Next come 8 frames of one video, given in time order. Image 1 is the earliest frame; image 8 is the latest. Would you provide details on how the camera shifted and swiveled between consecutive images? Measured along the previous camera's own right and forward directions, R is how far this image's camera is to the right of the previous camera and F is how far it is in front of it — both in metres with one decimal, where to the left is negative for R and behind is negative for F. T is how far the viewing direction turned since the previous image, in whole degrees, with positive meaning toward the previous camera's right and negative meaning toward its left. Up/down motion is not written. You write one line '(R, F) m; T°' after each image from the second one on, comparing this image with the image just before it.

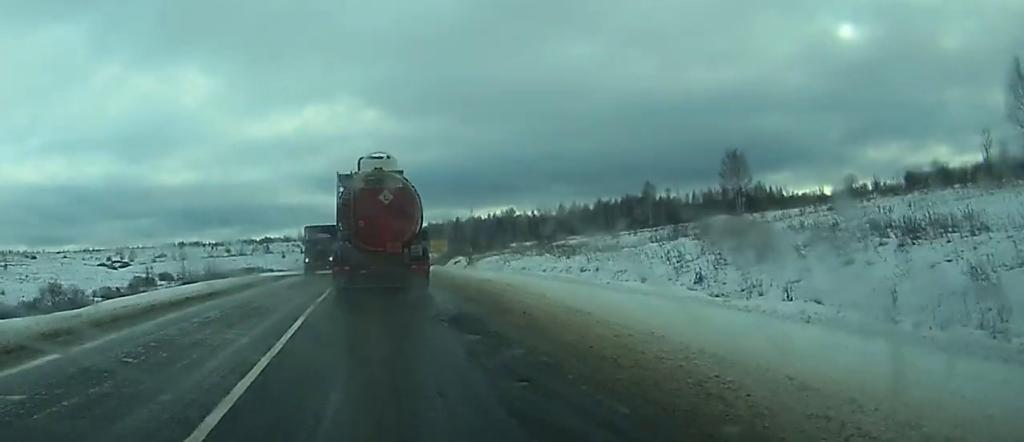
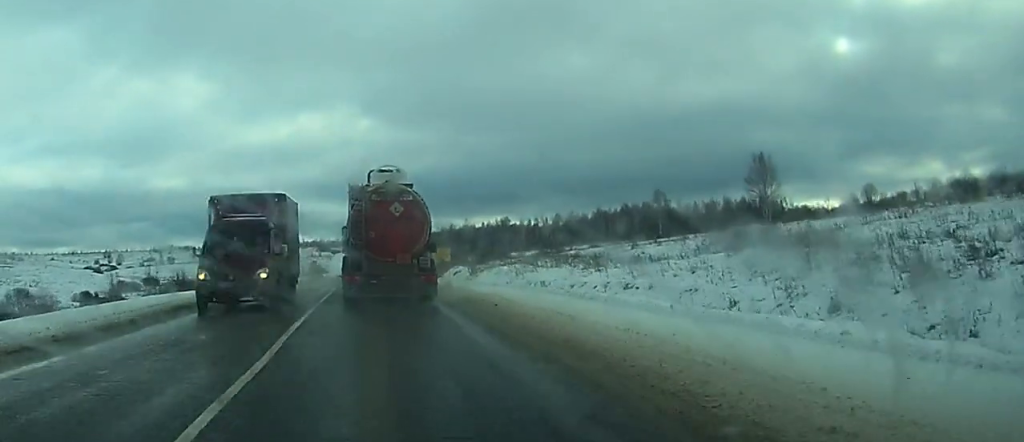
(+0.1, +12.7) m; +1°
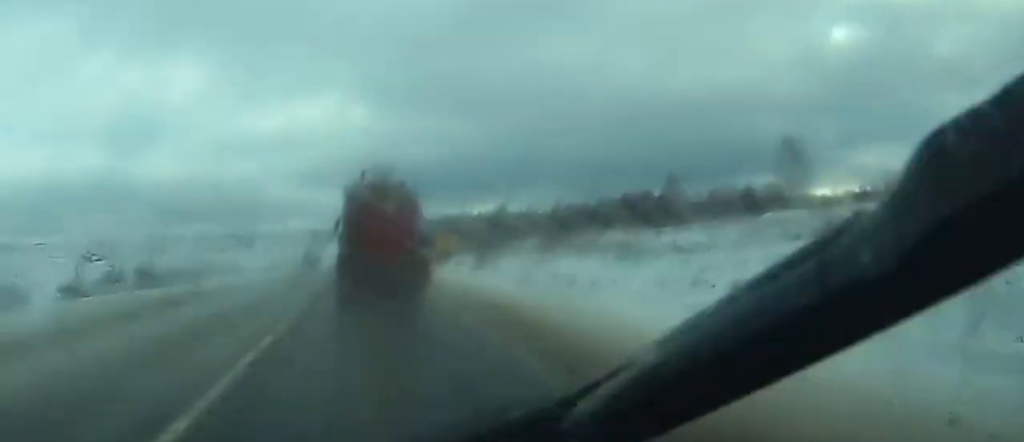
(0.0, +11.6) m; 0°
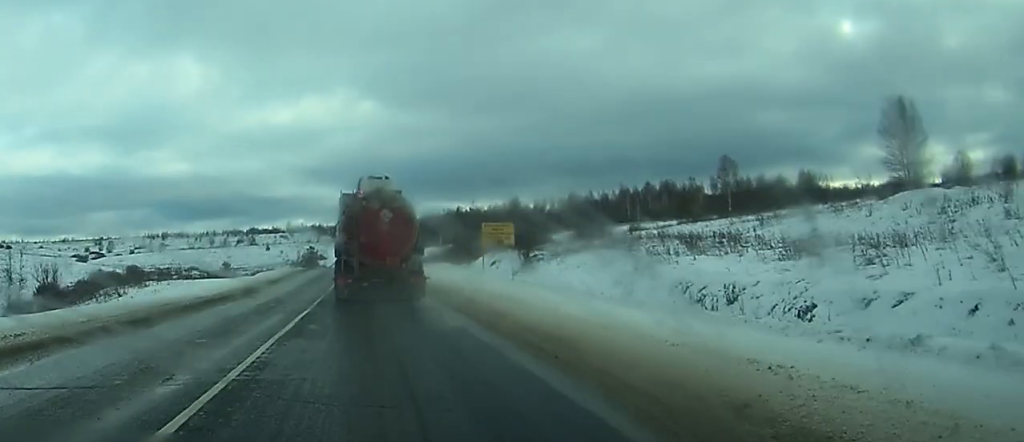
(+0.1, +25.1) m; 0°
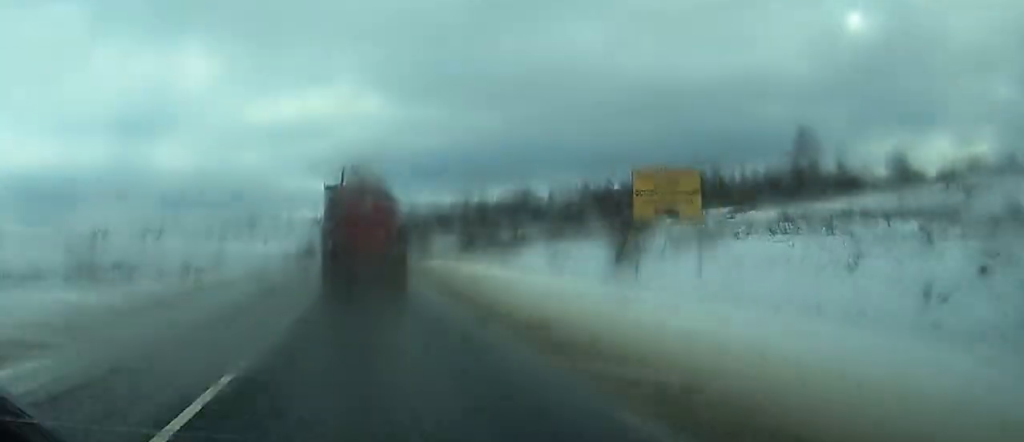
(-0.2, +27.2) m; -1°
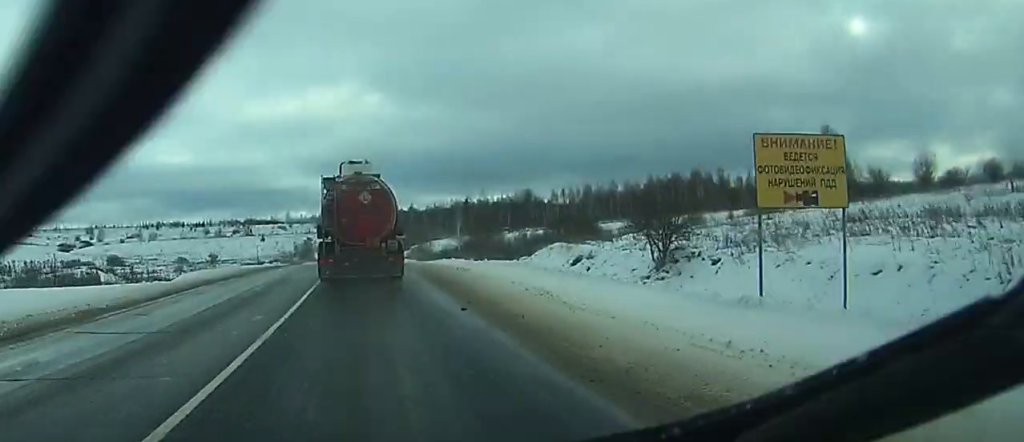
(0.0, +7.1) m; 0°
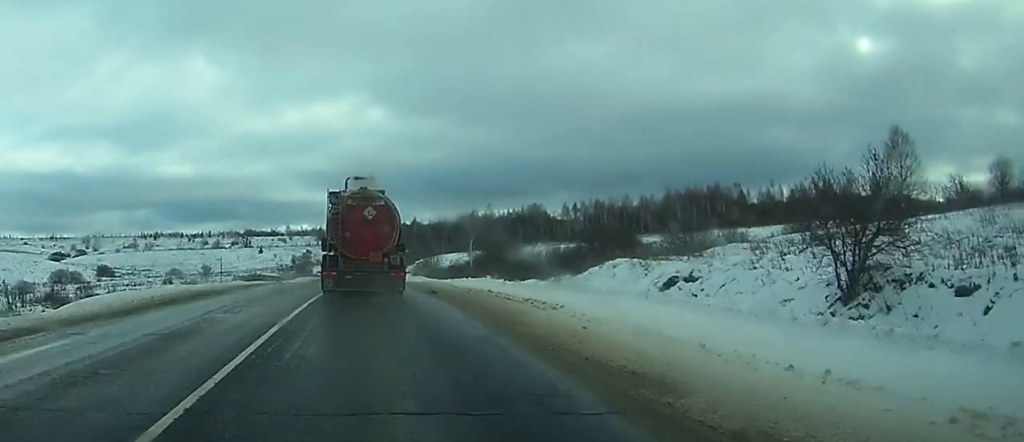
(0.0, +16.7) m; 0°
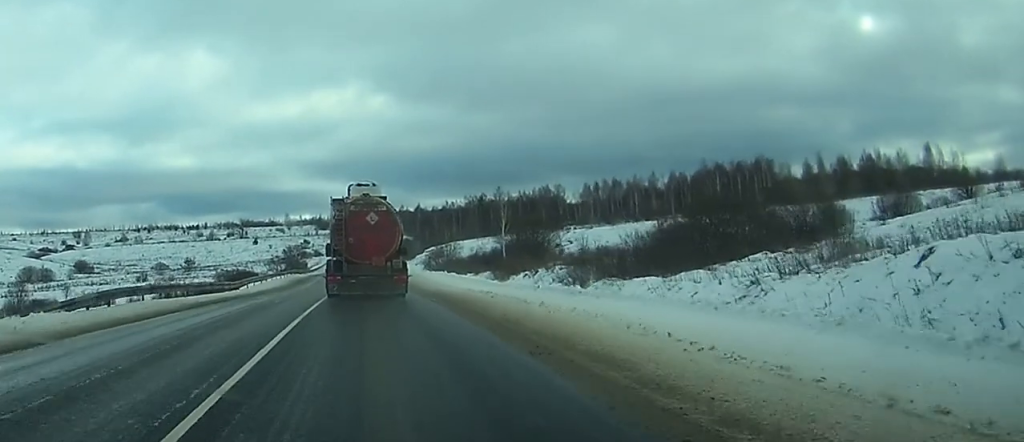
(+0.1, +32.7) m; 0°
